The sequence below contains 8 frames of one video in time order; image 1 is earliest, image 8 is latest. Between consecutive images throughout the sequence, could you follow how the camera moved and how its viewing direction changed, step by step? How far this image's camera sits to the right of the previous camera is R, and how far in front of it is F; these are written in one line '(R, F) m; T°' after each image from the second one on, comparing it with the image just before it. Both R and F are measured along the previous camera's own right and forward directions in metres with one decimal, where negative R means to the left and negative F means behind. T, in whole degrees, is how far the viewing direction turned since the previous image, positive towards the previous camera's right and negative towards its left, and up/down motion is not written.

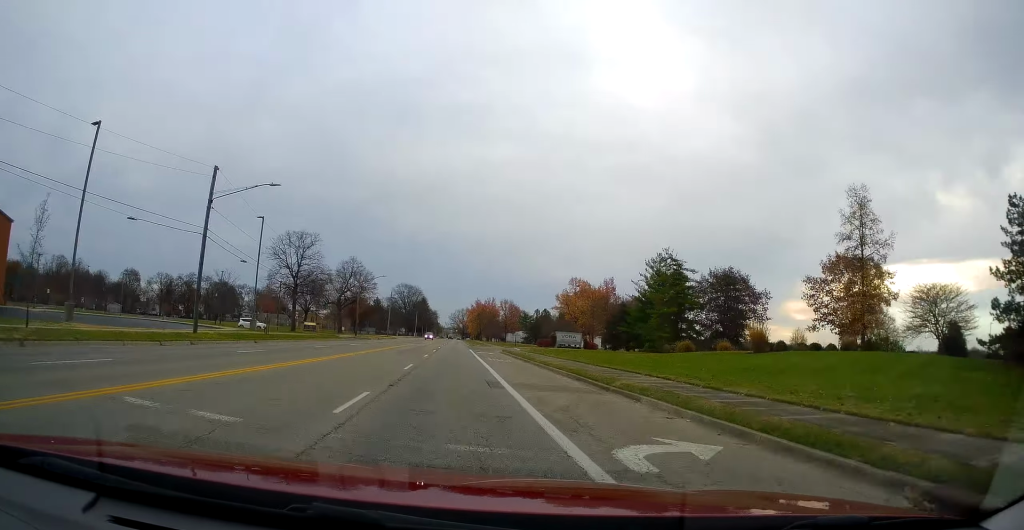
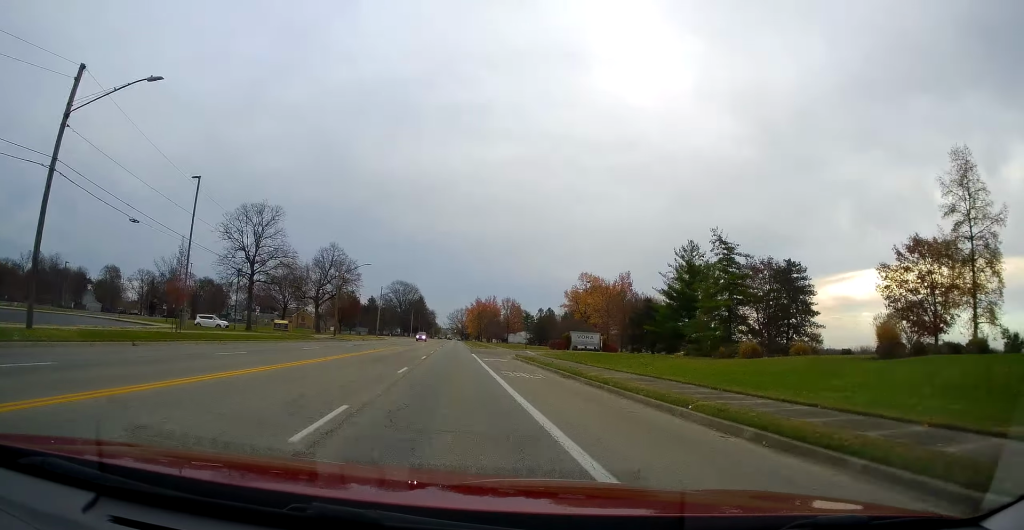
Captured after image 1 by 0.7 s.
(0.0, +16.0) m; -1°
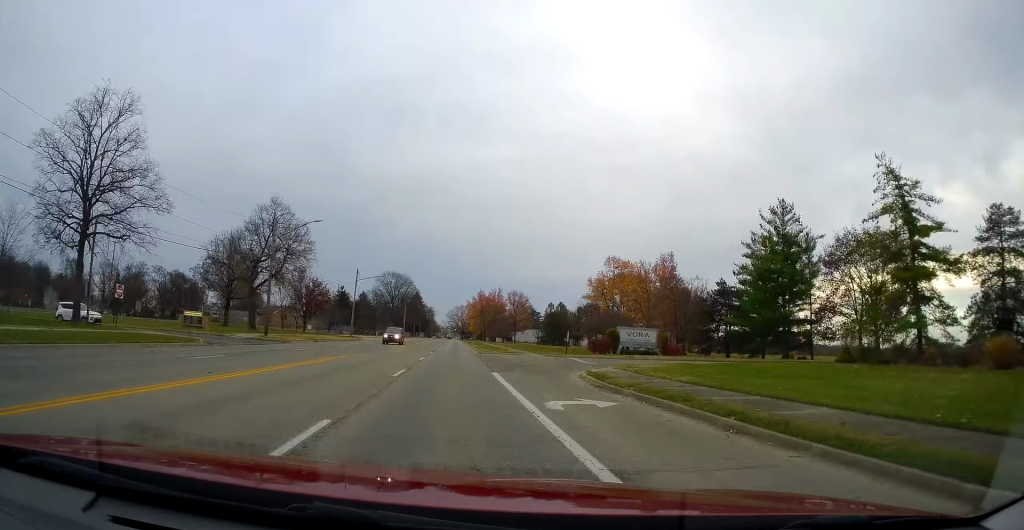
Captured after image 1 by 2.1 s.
(-0.4, +28.8) m; 0°
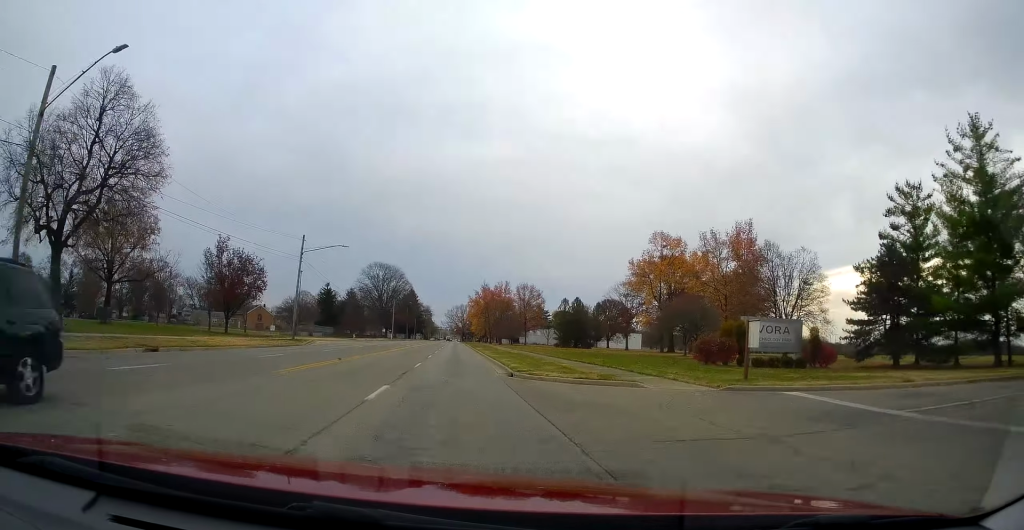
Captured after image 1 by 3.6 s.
(+0.3, +30.6) m; +2°
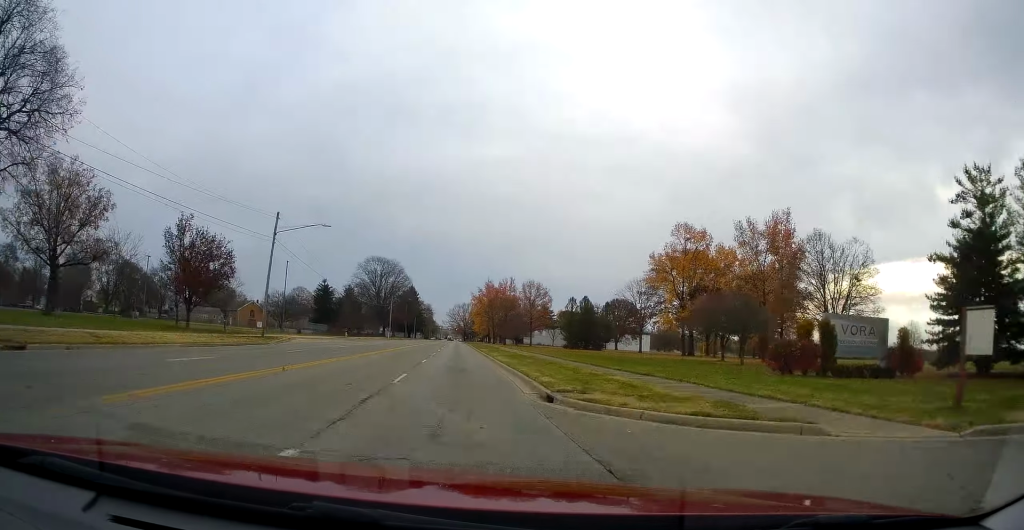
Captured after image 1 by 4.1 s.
(+0.1, +8.8) m; +1°
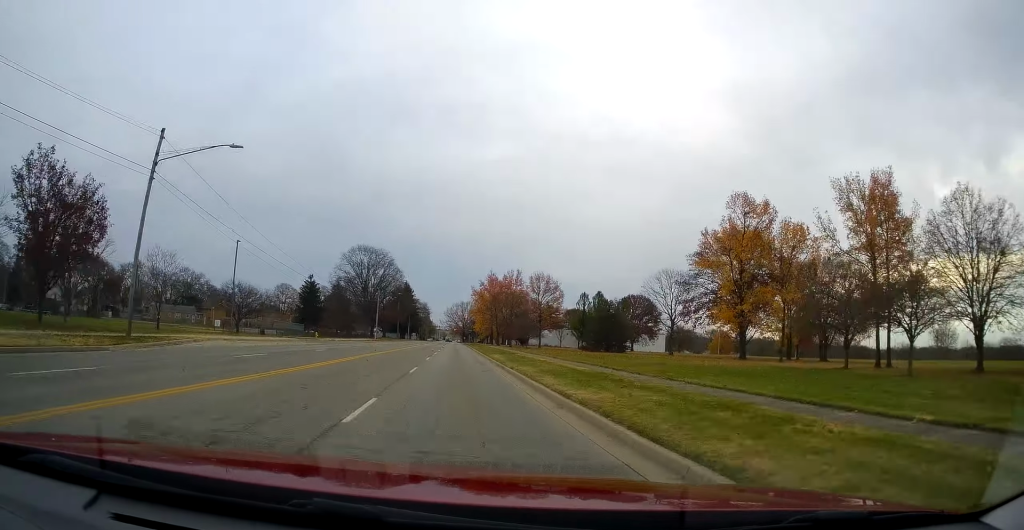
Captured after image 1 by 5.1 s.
(+0.3, +18.6) m; 0°
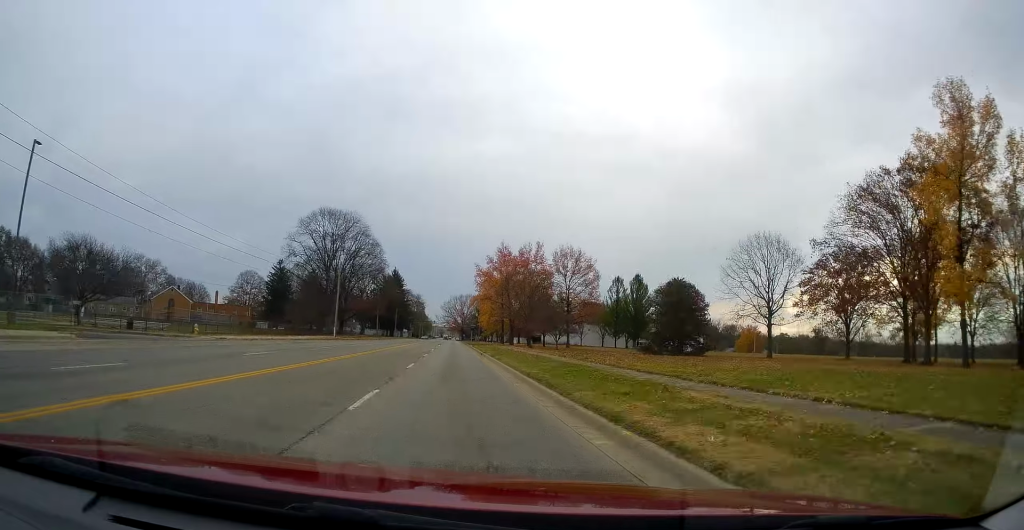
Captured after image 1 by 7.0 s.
(-0.6, +34.4) m; -2°
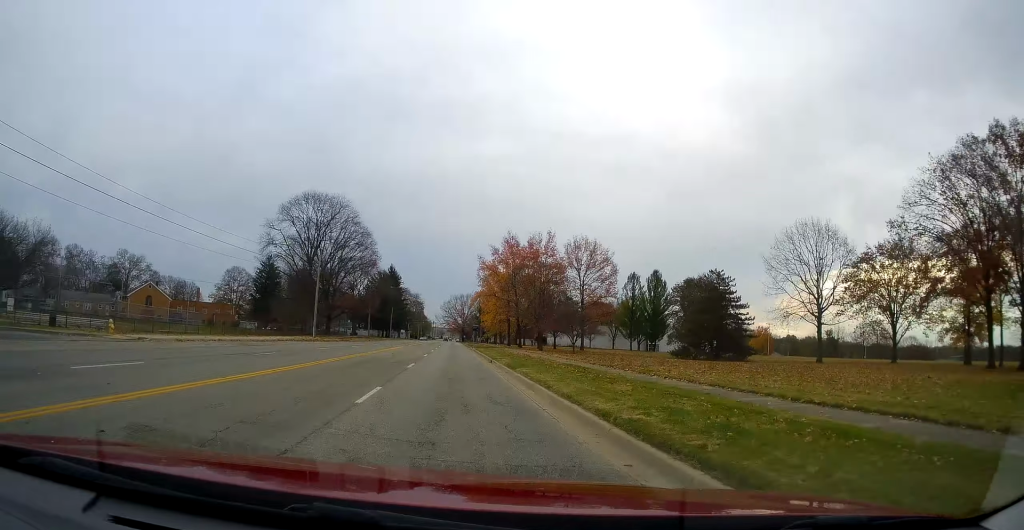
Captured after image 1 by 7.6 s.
(0.0, +11.0) m; 0°
